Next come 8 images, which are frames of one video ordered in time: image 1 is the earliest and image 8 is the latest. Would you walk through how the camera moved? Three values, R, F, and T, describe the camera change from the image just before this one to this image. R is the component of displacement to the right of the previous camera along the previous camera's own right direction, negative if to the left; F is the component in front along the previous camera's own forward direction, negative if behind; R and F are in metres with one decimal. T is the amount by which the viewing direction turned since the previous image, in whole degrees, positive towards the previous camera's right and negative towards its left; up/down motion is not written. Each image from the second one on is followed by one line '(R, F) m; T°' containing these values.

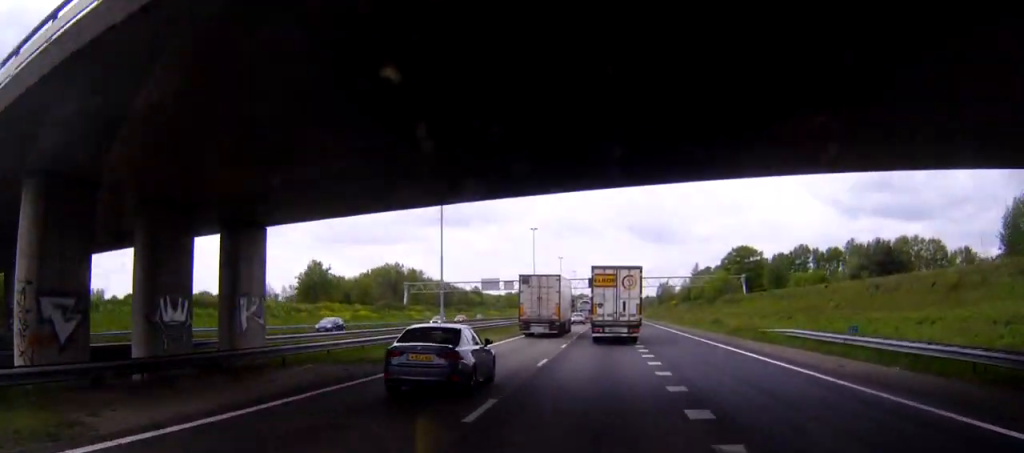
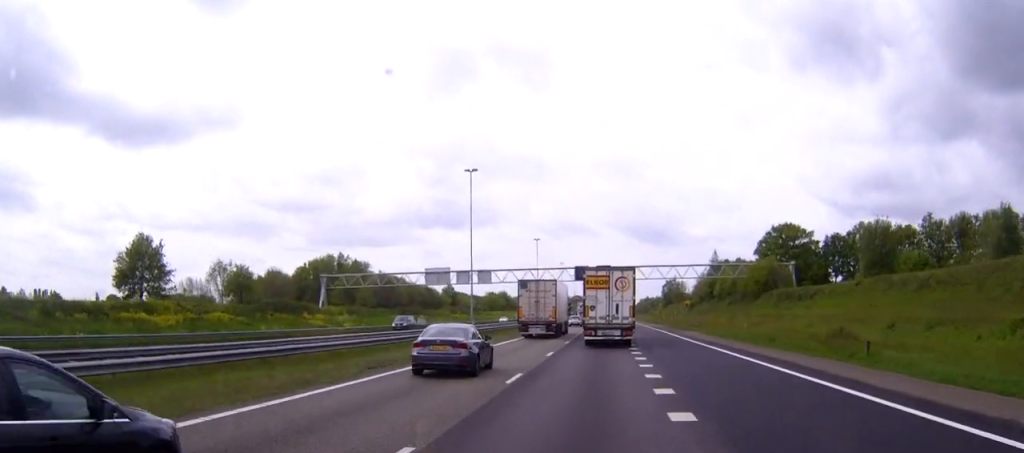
(+0.1, +52.1) m; 0°
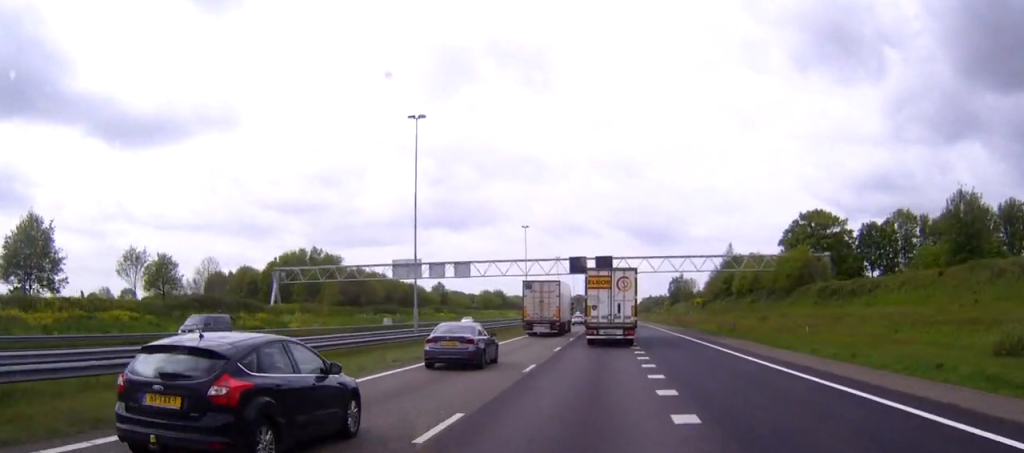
(0.0, +20.6) m; 0°
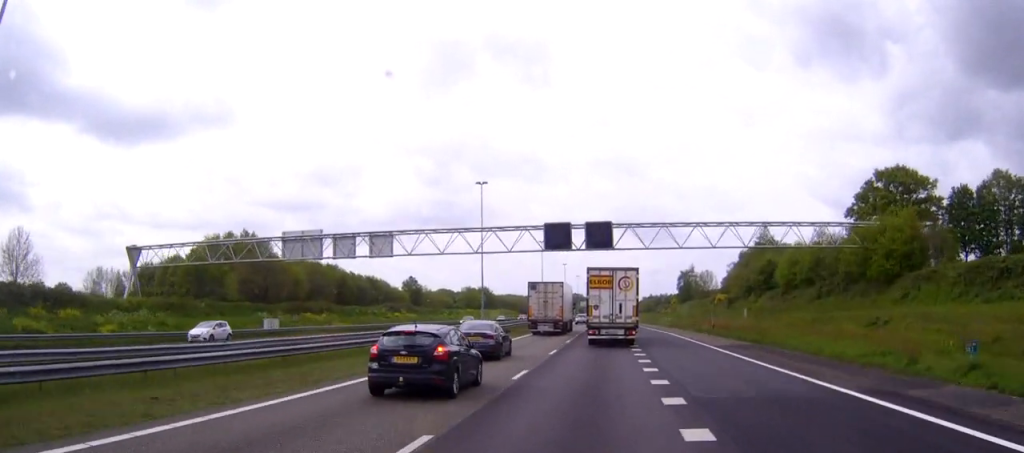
(-0.1, +37.9) m; 0°
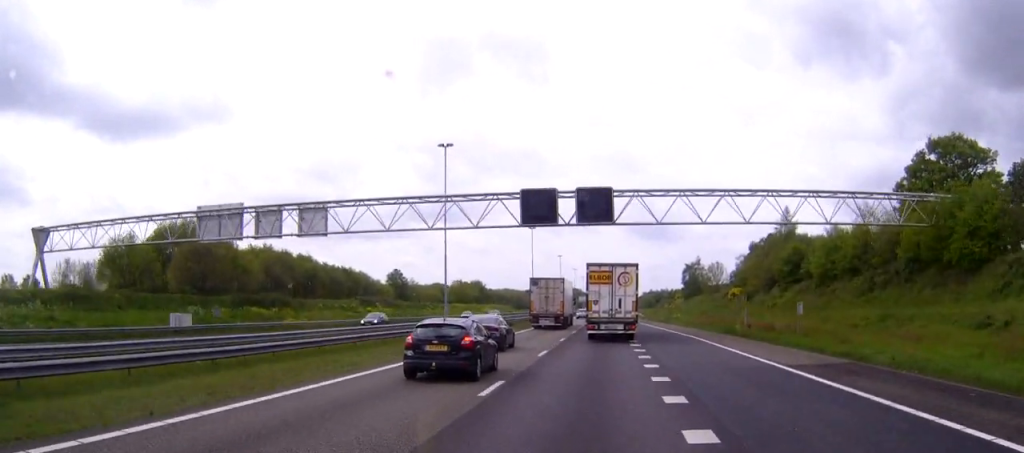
(+0.1, +16.6) m; 0°
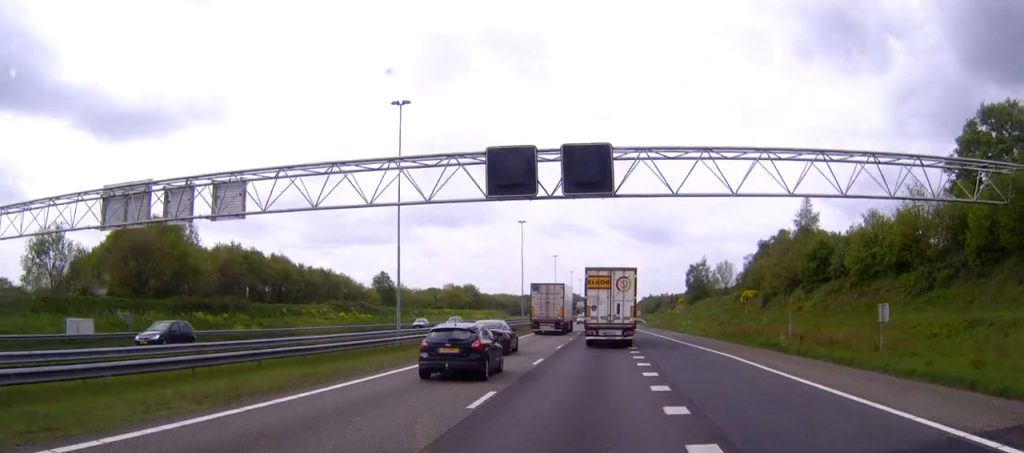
(0.0, +12.8) m; 0°
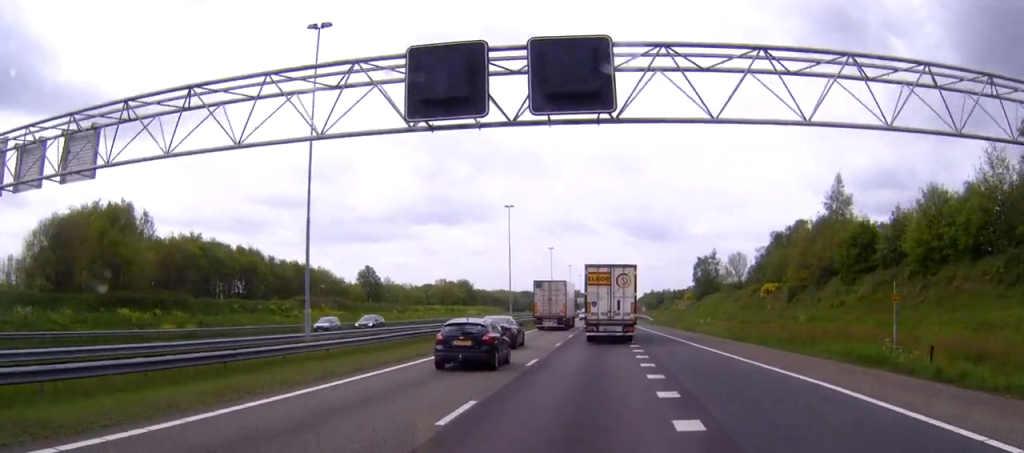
(0.0, +14.3) m; 0°
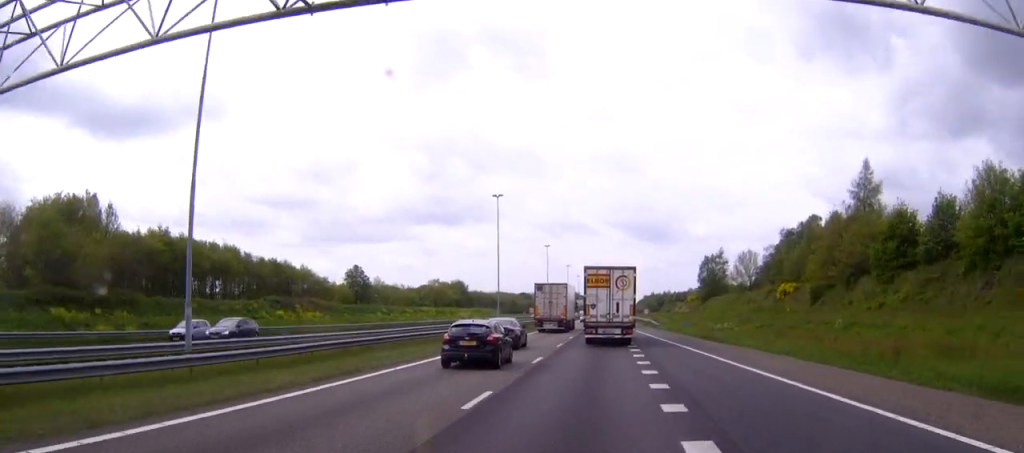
(0.0, +9.8) m; 0°
